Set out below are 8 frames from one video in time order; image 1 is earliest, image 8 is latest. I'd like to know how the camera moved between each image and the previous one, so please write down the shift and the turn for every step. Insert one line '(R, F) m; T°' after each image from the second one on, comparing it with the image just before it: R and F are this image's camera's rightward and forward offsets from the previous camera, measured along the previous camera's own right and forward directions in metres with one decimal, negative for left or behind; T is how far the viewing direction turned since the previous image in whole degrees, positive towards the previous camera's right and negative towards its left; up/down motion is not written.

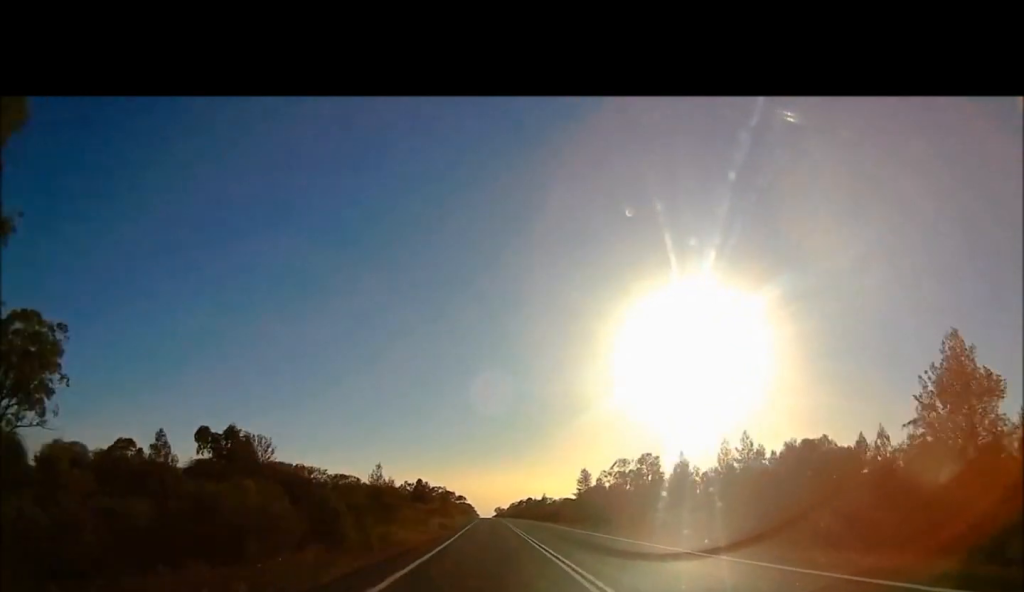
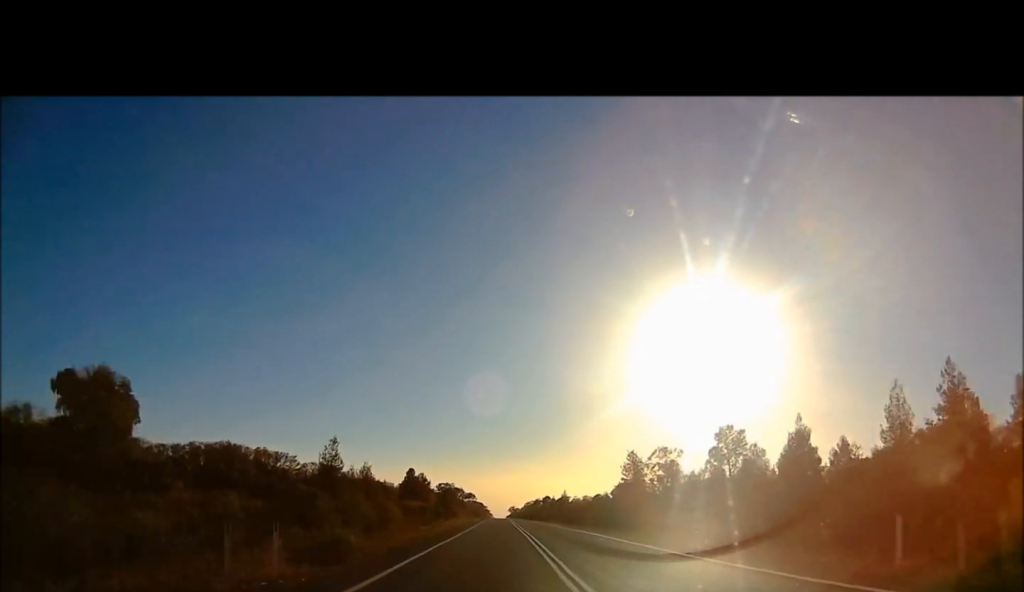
(-0.8, +30.2) m; -3°
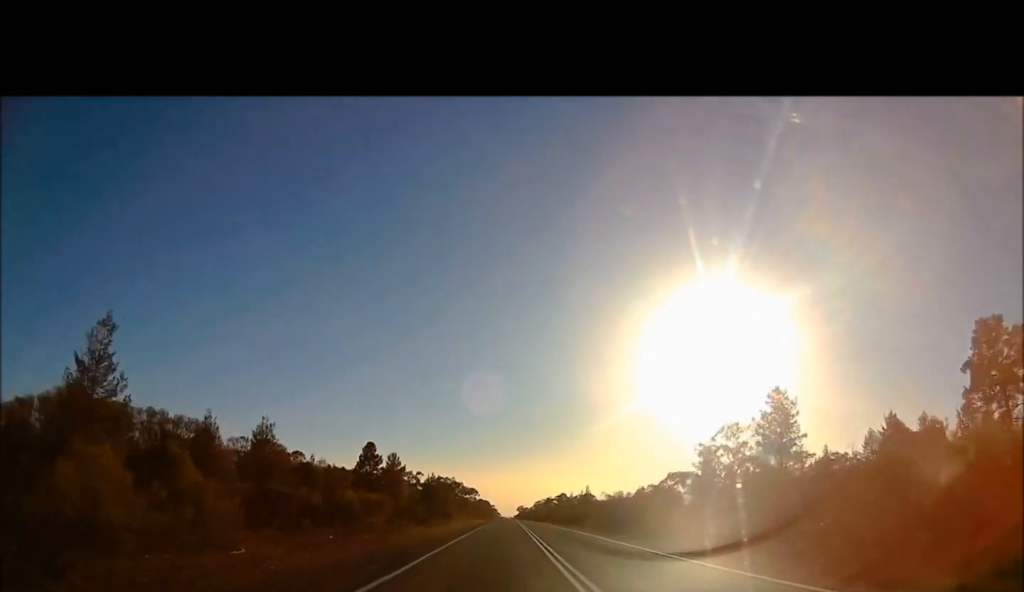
(-1.6, +39.1) m; -3°
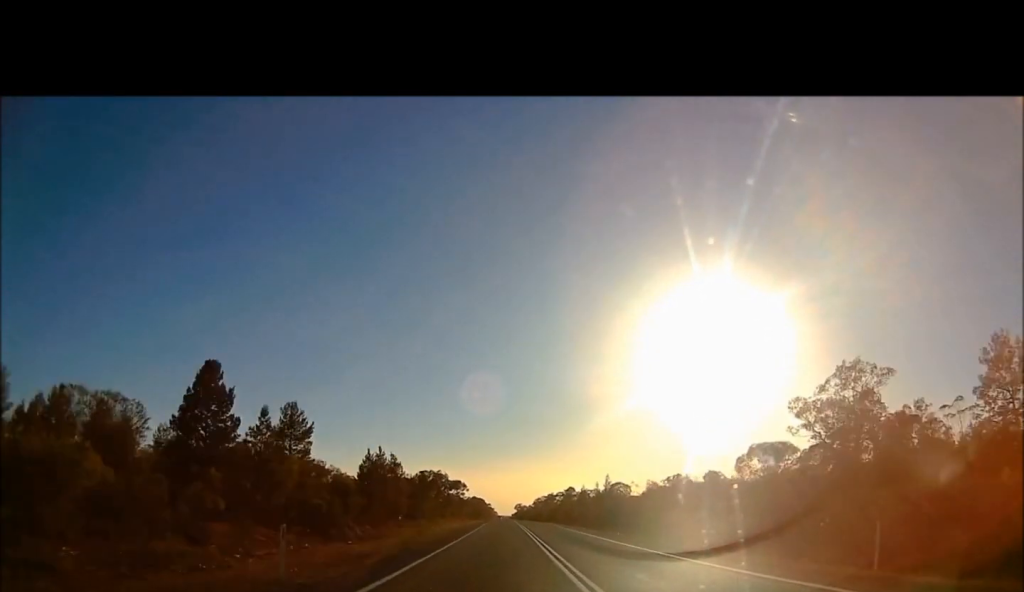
(+0.3, +38.9) m; +1°
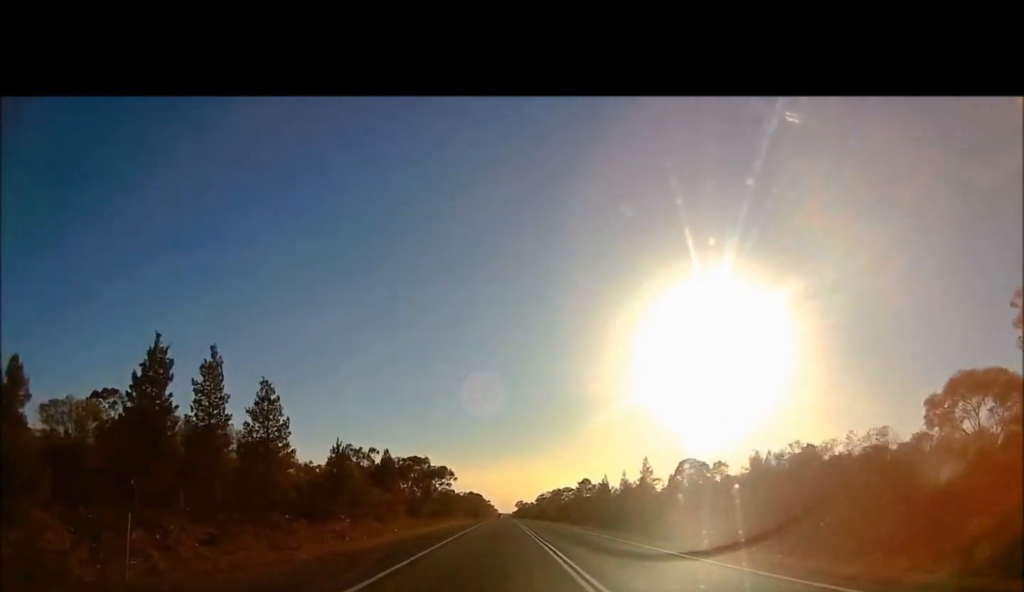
(+0.2, +35.6) m; +1°
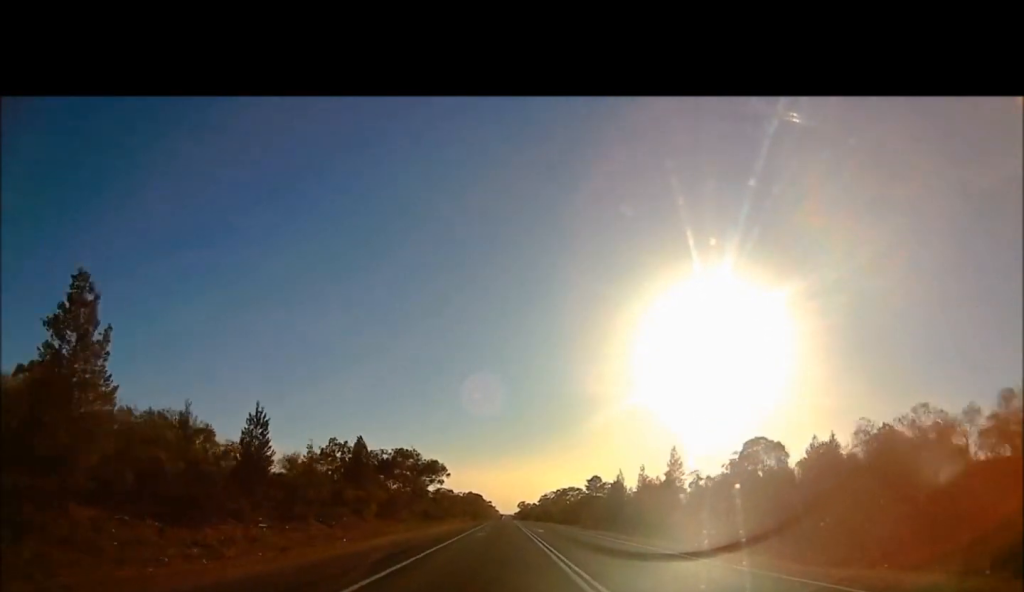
(+0.1, +15.6) m; 0°
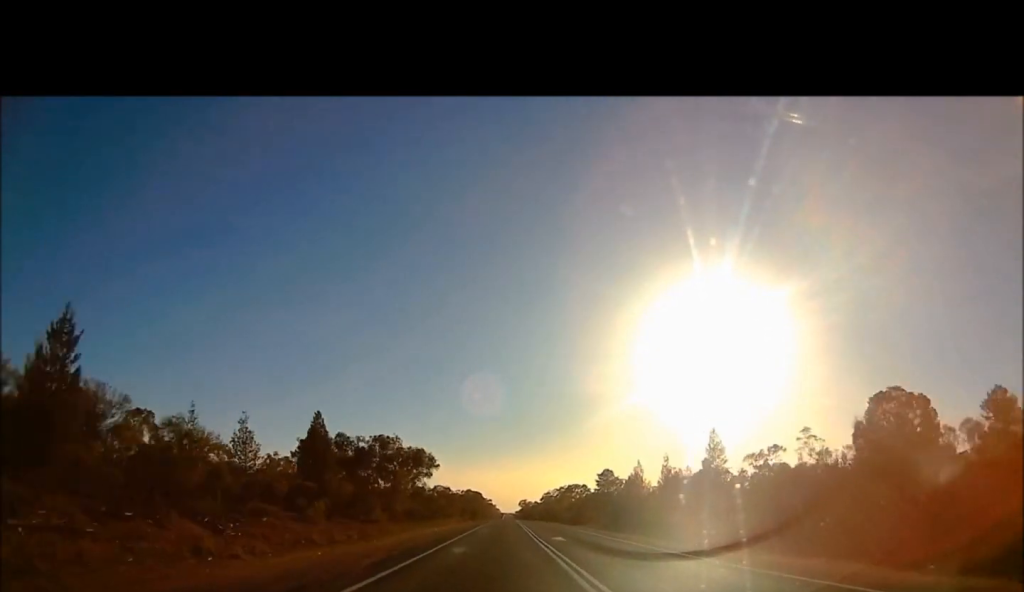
(+0.1, +15.7) m; 0°
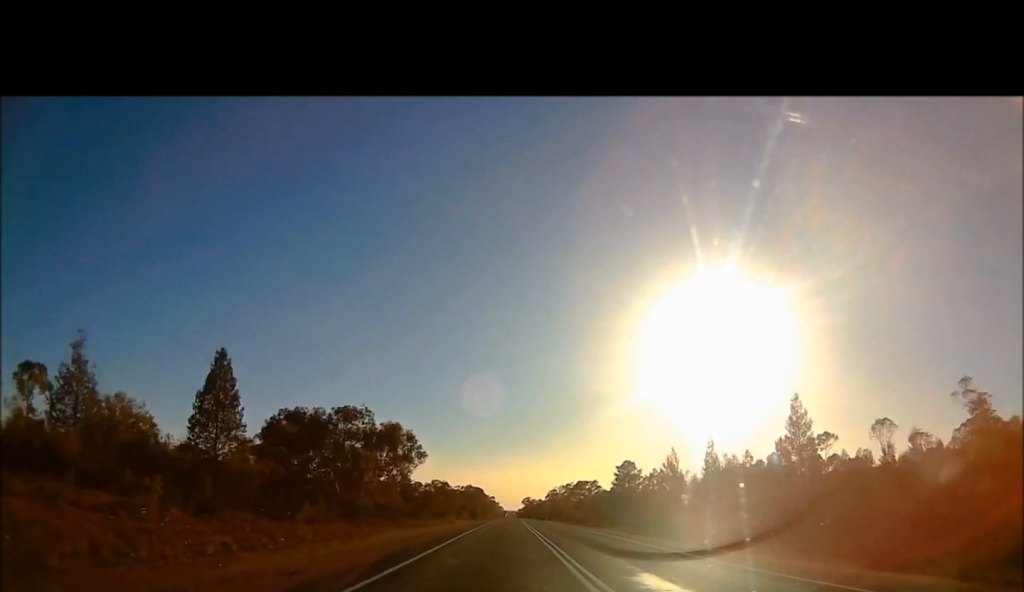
(0.0, +19.1) m; 0°
